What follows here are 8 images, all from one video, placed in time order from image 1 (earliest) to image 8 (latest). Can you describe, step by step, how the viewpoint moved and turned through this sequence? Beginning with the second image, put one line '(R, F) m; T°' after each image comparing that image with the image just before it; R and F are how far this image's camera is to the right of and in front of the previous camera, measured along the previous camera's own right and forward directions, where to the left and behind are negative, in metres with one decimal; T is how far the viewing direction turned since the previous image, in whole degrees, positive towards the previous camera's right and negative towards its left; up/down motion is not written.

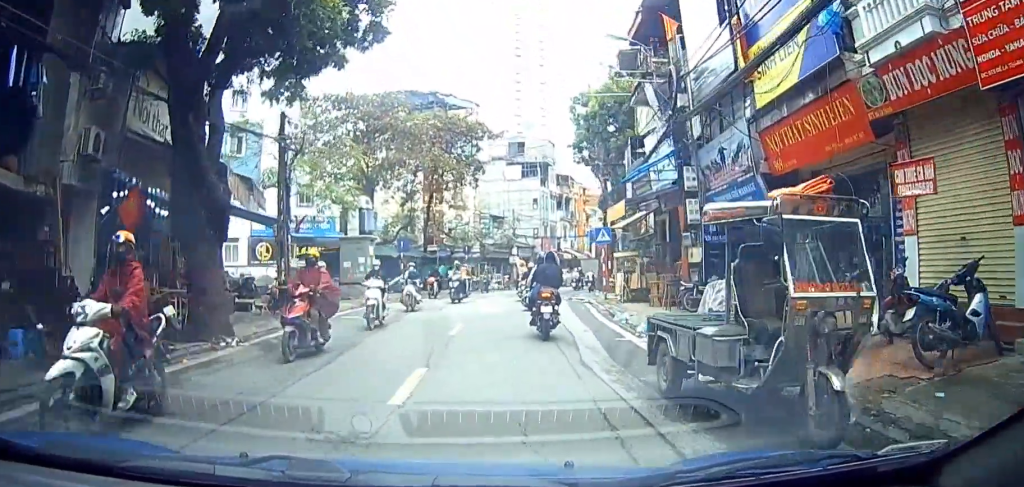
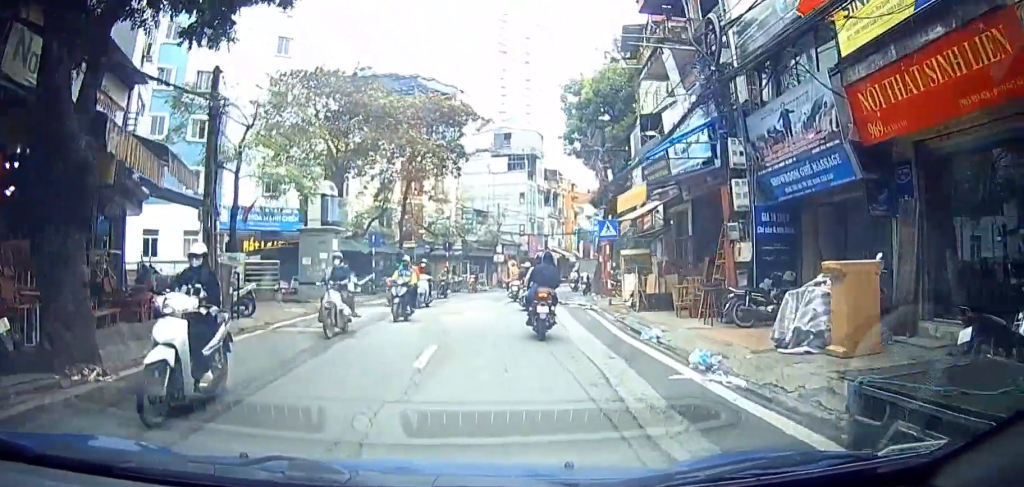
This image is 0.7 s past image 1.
(0.0, +4.9) m; +5°
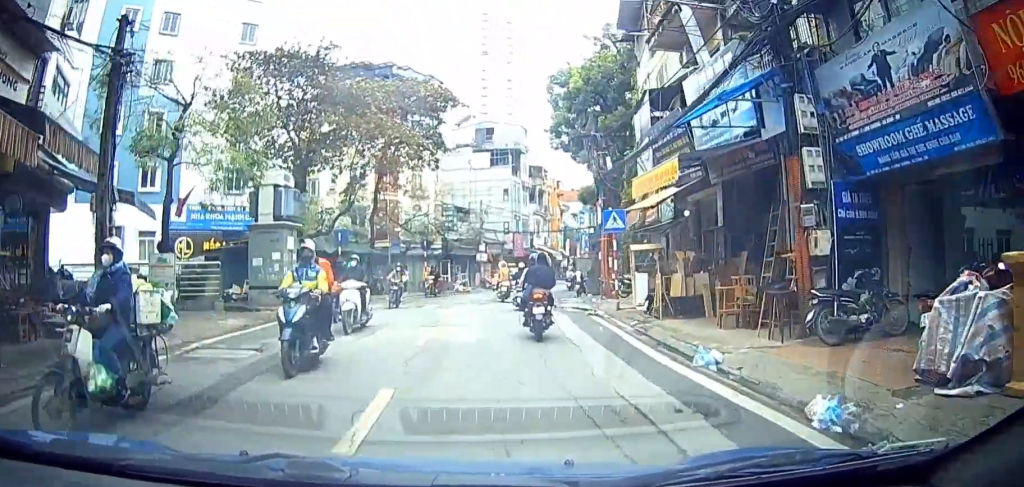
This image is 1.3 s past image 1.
(+0.4, +4.9) m; +5°
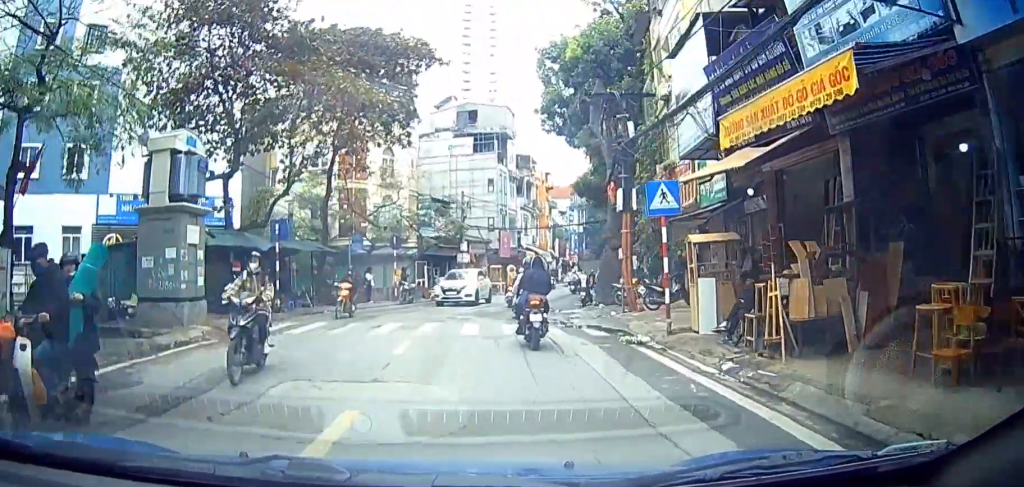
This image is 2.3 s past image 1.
(+0.2, +6.5) m; +10°
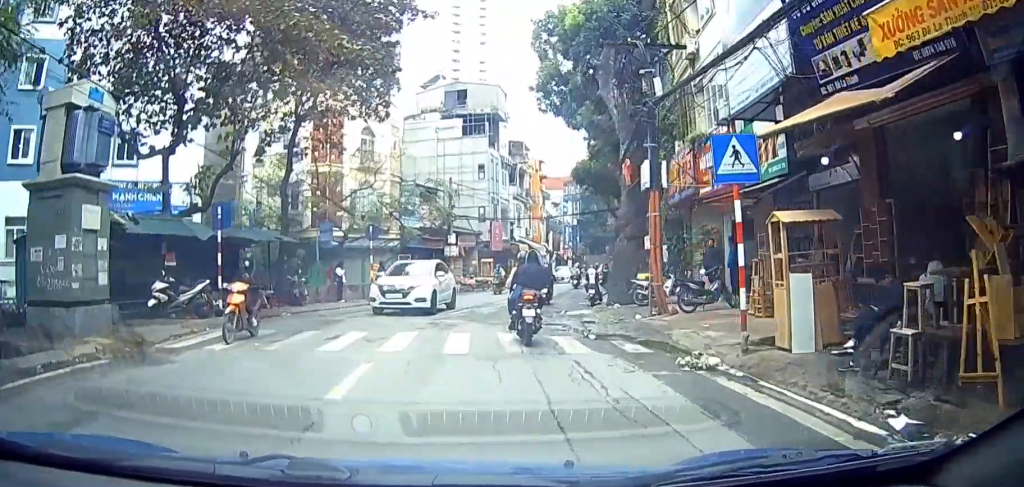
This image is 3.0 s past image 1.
(+0.5, +4.0) m; -7°
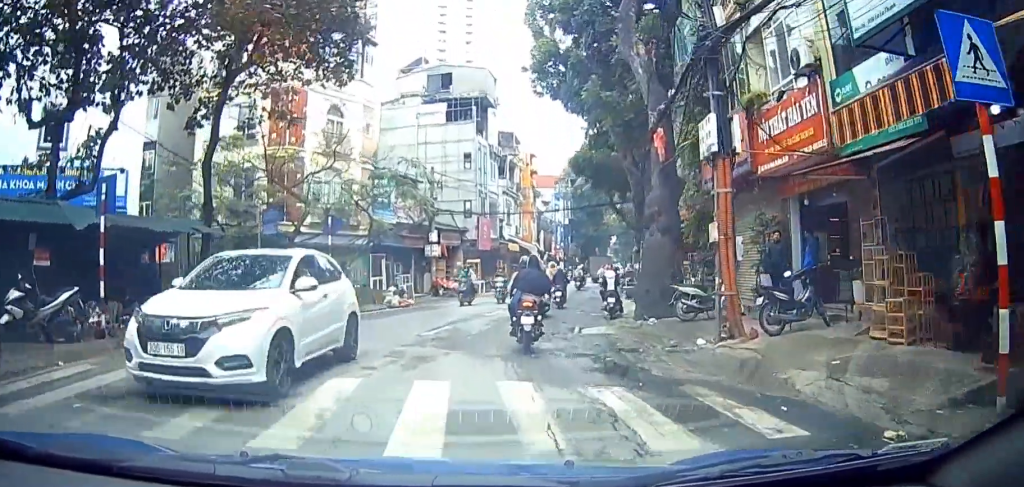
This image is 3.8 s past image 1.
(-0.2, +4.8) m; -11°
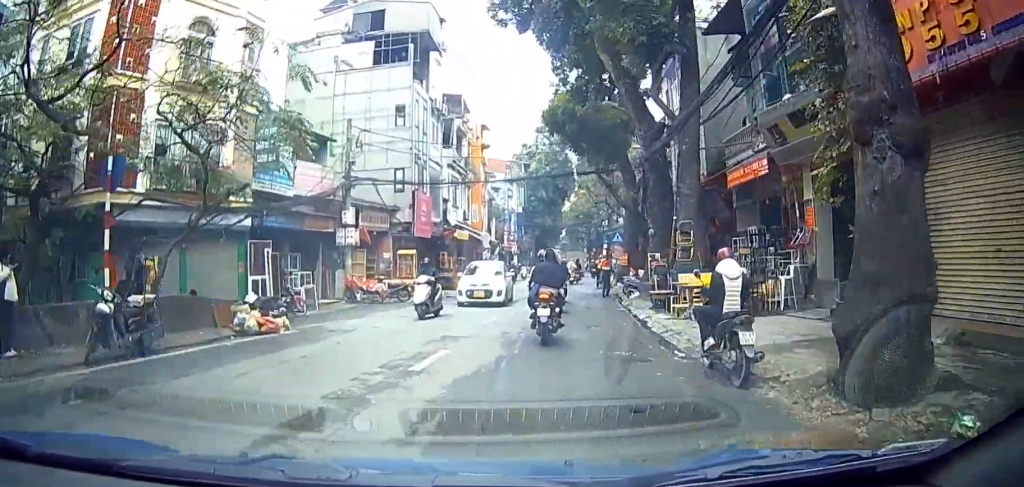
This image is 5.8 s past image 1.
(+0.3, +11.3) m; +14°
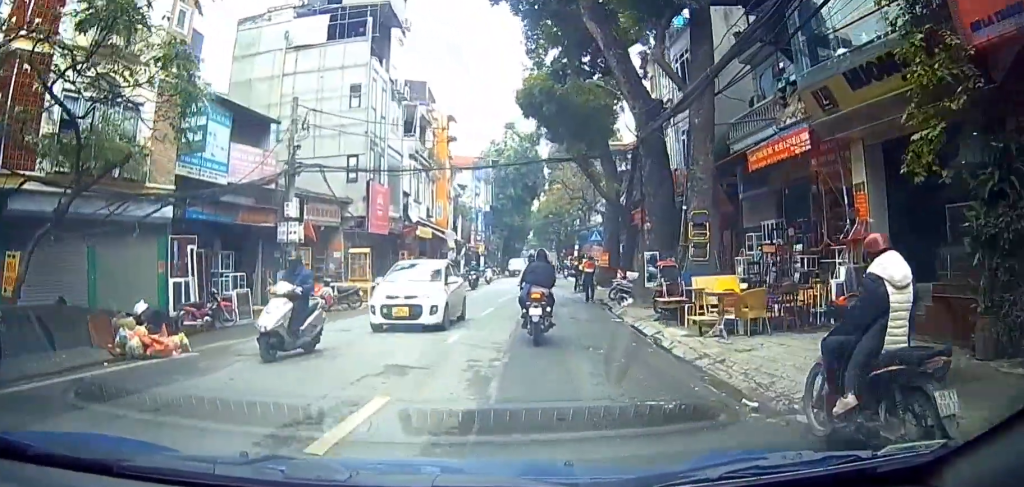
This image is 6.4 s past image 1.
(0.0, +3.7) m; -1°
